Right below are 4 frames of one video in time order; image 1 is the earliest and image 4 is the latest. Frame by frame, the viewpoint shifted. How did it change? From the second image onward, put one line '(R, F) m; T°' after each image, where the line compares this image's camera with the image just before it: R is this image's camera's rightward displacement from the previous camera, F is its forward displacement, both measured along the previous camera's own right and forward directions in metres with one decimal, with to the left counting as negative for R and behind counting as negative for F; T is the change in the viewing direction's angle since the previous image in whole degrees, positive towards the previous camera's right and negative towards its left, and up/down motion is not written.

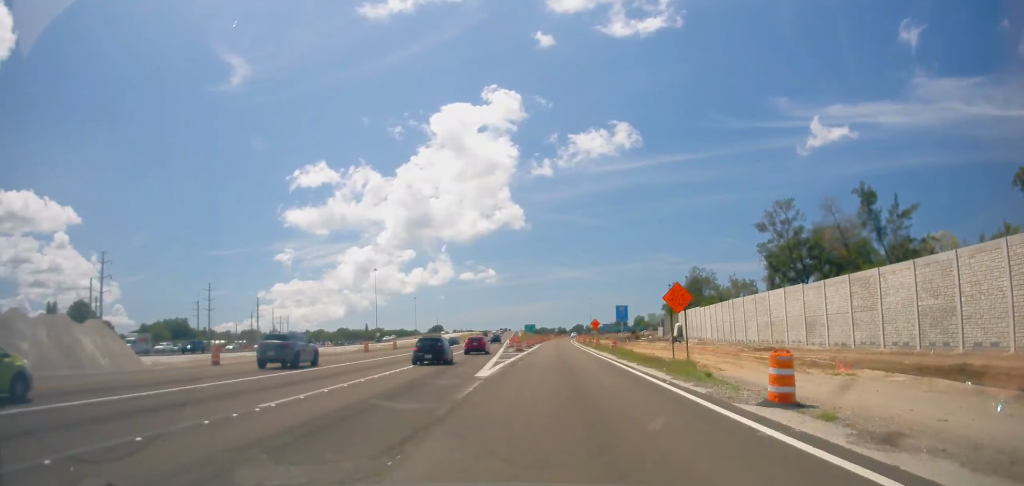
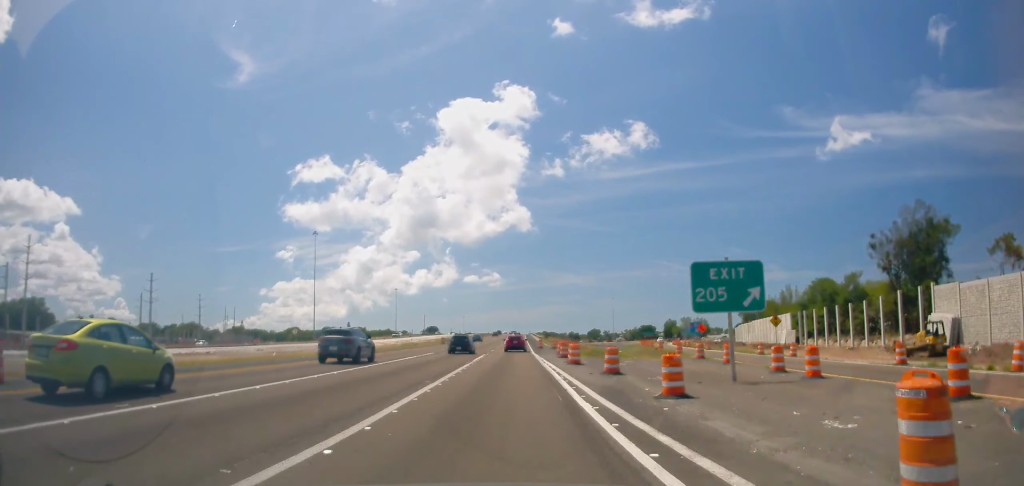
(-1.6, +106.5) m; 0°
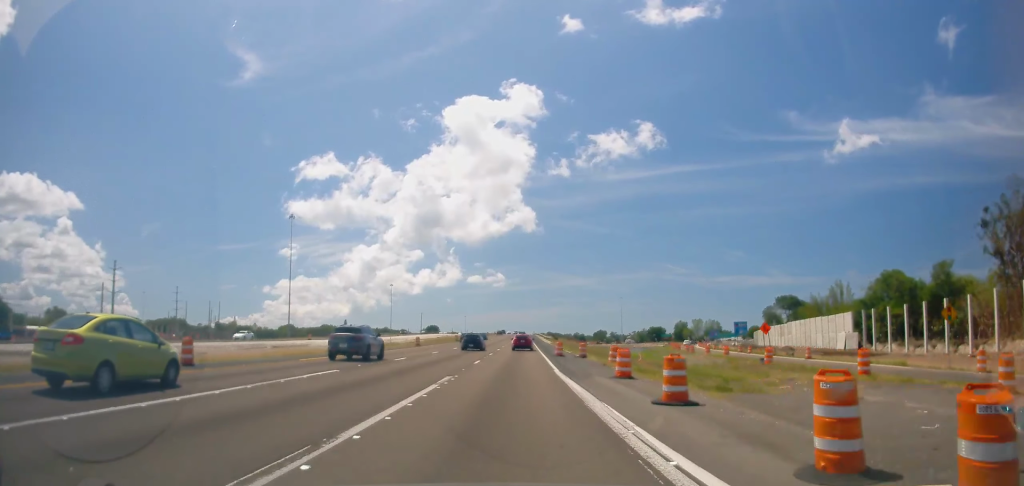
(0.0, +25.3) m; 0°
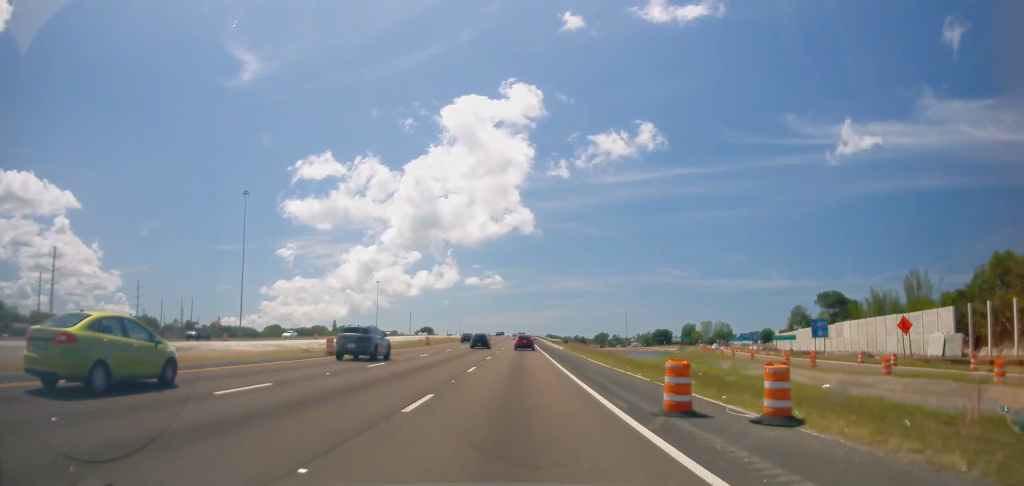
(0.0, +30.4) m; 0°
